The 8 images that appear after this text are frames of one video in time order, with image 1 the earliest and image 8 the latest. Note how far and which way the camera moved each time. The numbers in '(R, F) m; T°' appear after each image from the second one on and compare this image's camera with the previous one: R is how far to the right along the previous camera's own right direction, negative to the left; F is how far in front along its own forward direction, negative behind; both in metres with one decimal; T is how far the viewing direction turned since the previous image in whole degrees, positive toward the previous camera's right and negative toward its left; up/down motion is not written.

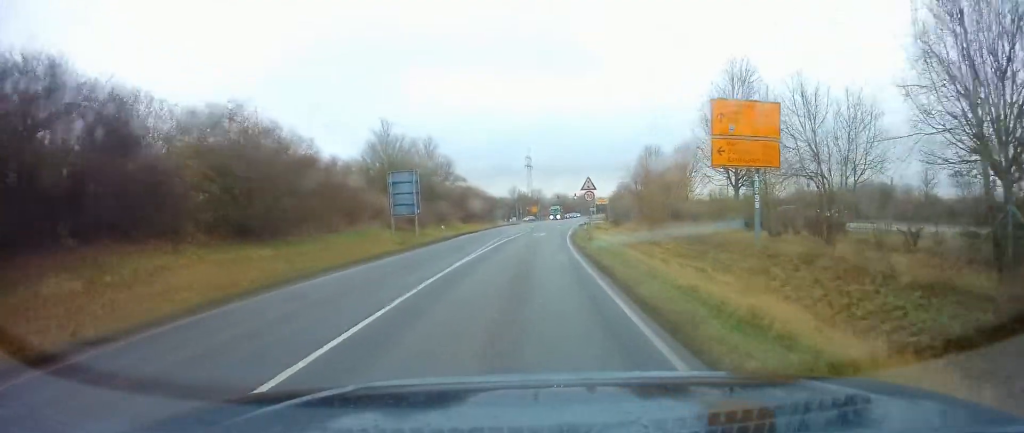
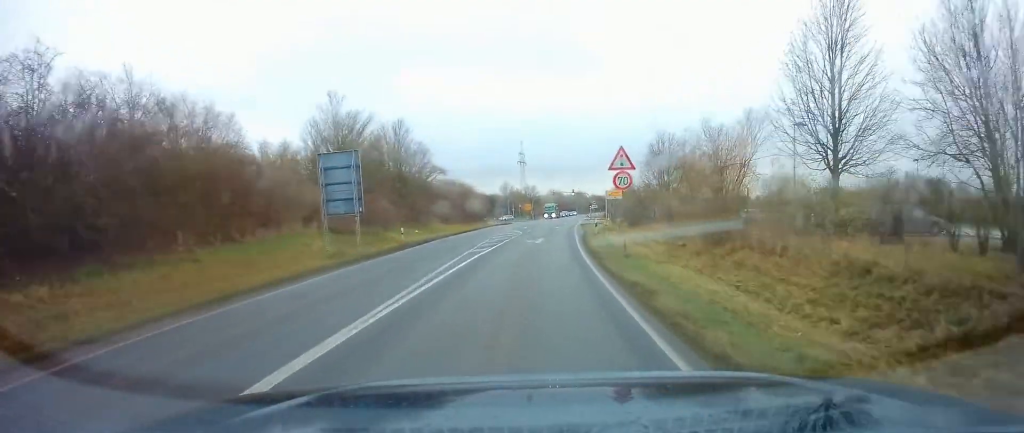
(+0.1, +12.5) m; +1°
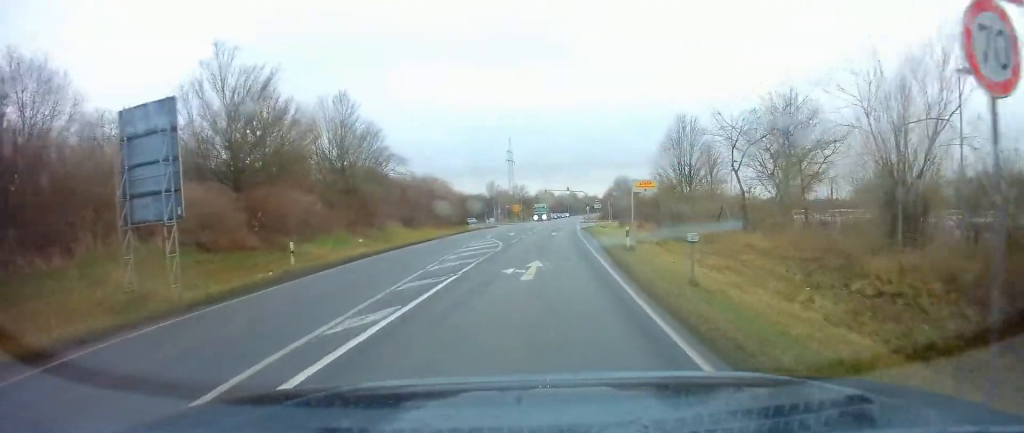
(+0.1, +14.8) m; +1°
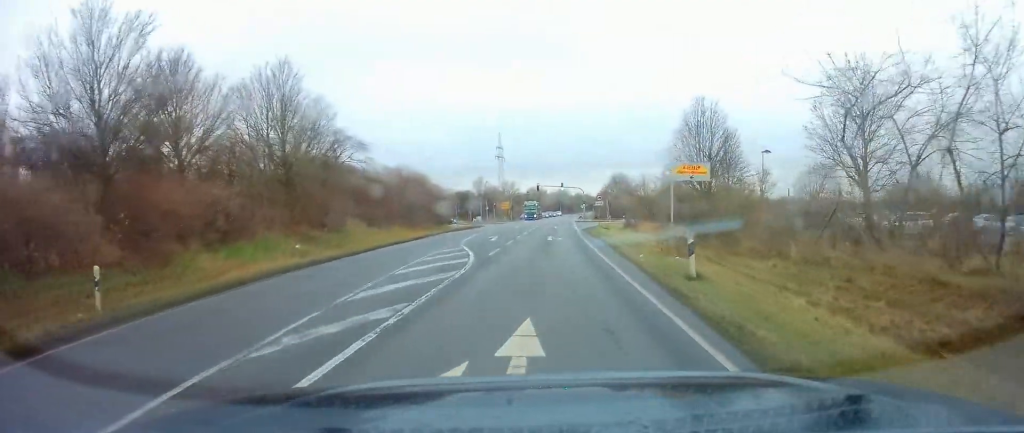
(+0.1, +9.5) m; +1°
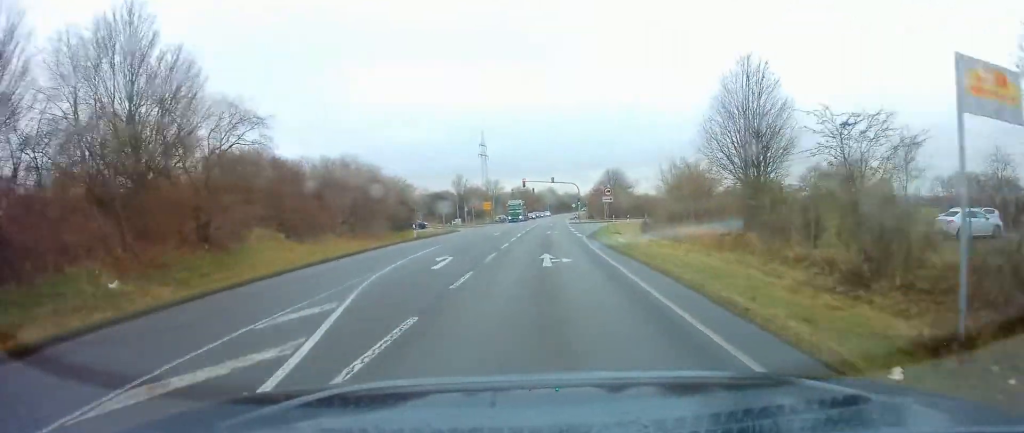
(+0.2, +13.9) m; +1°
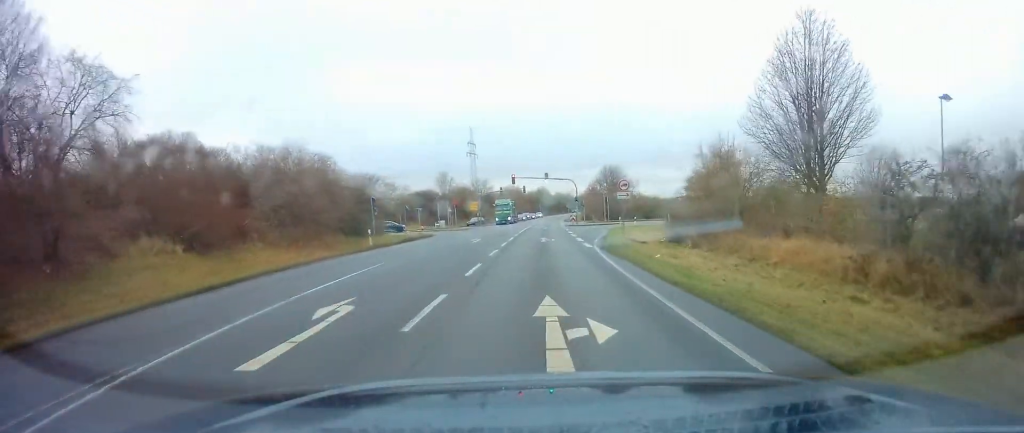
(+0.3, +9.8) m; 0°
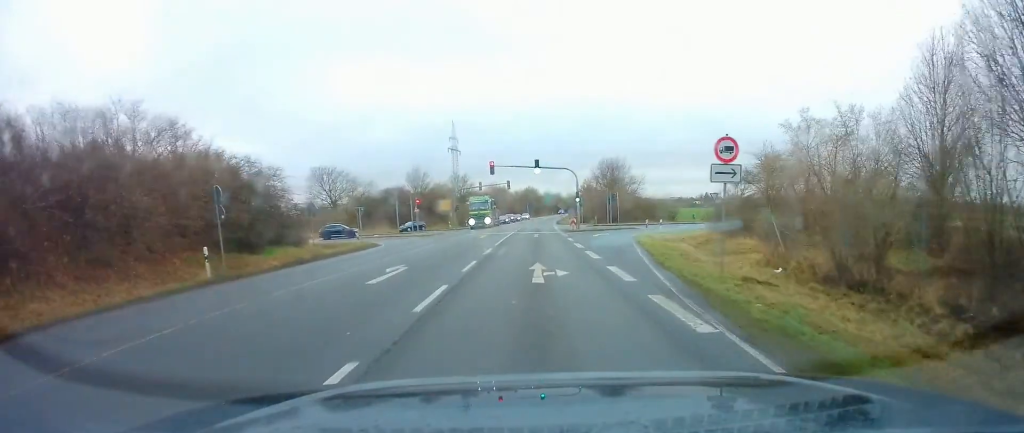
(-0.2, +16.6) m; +1°
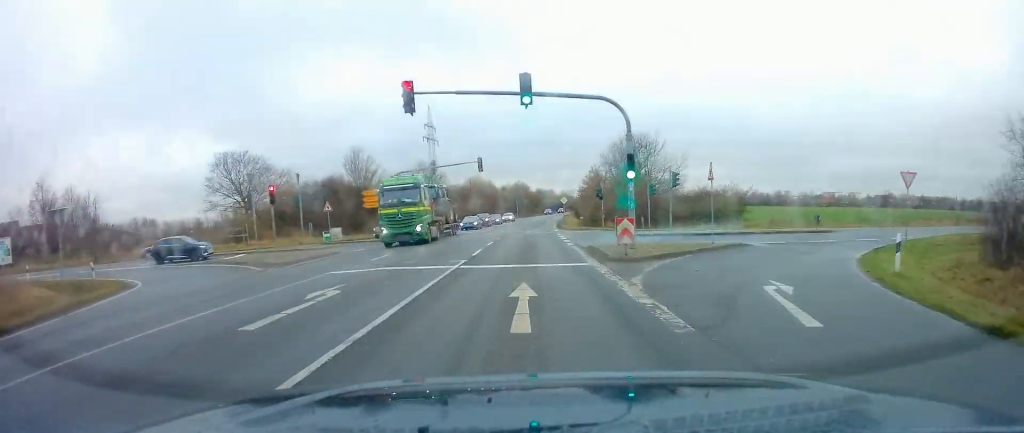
(+0.8, +29.4) m; +3°
